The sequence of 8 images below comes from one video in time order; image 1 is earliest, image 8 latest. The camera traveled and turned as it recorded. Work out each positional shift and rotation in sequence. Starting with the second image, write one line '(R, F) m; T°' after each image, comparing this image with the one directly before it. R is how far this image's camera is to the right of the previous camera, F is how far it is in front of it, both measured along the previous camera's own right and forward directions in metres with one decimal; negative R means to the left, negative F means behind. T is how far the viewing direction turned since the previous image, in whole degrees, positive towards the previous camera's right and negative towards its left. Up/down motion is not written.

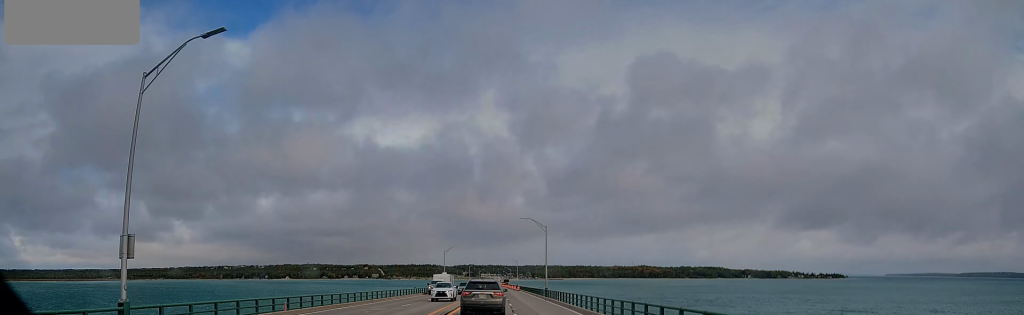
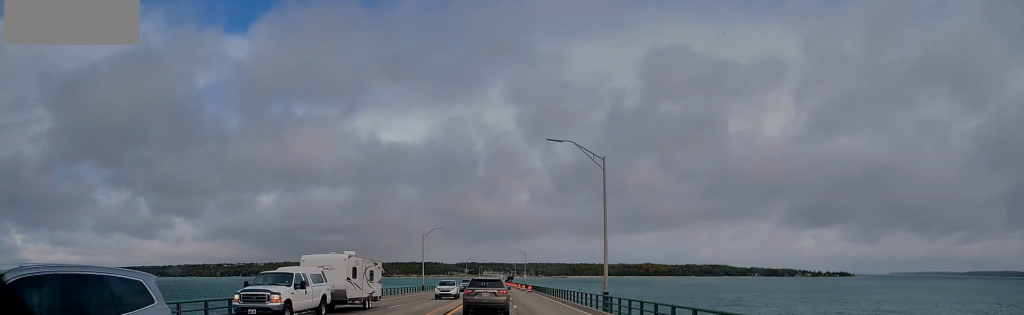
(+0.6, +33.4) m; +2°
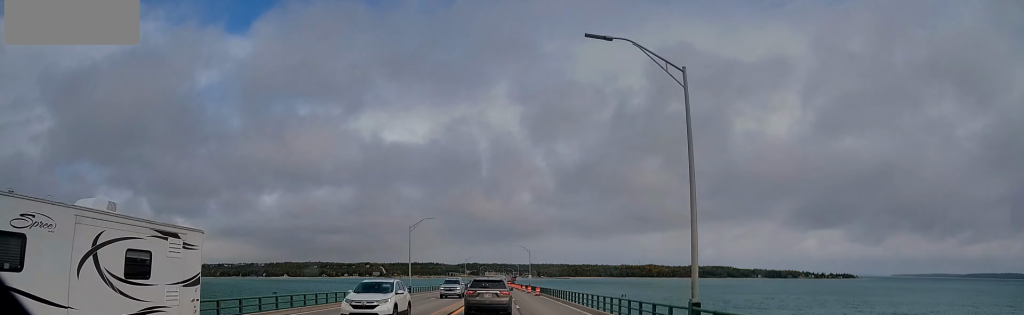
(-0.2, +14.3) m; -2°
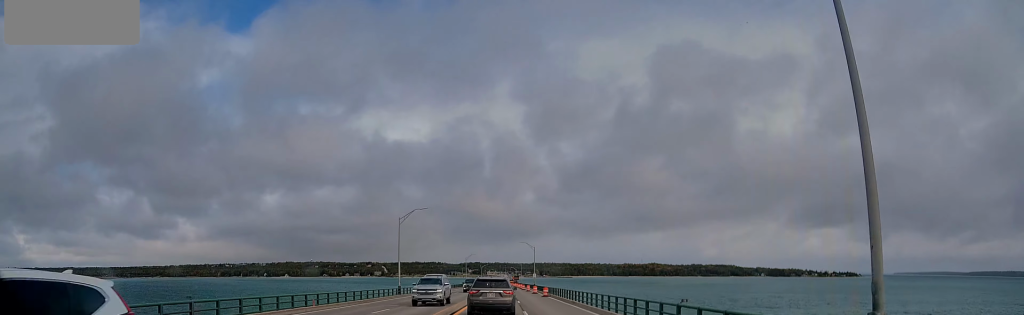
(0.0, +8.6) m; -1°
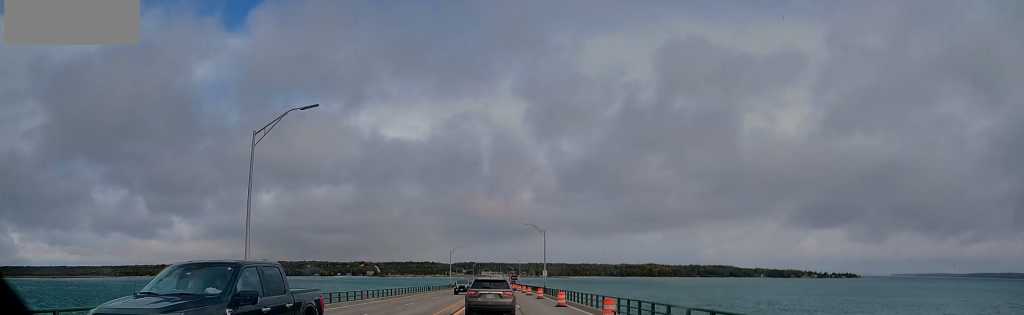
(0.0, +35.1) m; +2°
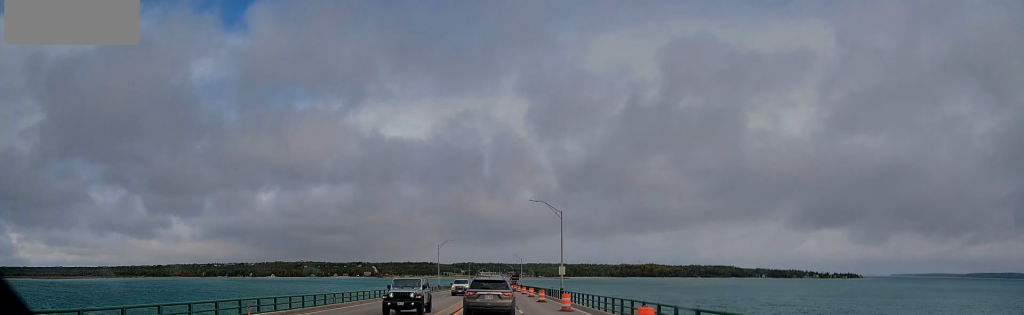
(+0.3, +20.5) m; -1°
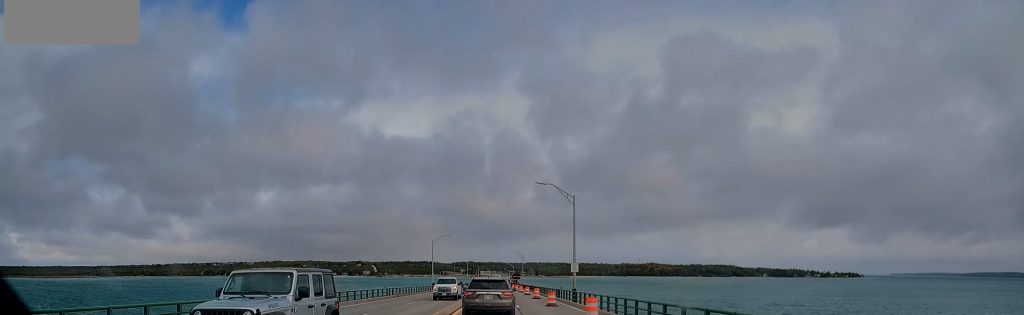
(-0.1, +10.2) m; -1°
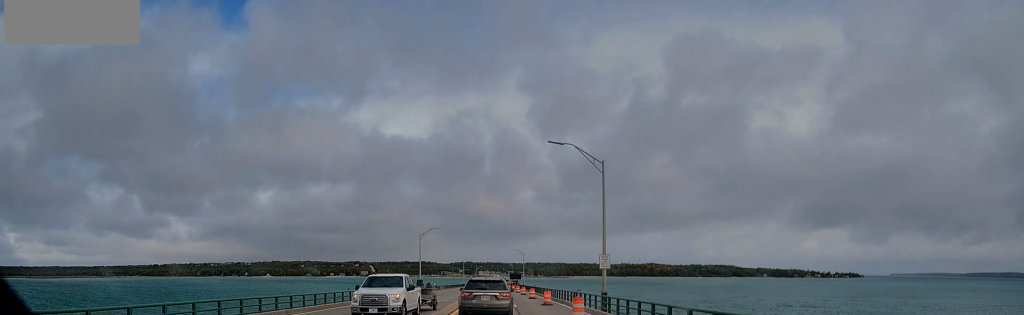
(-0.5, +12.5) m; 0°
